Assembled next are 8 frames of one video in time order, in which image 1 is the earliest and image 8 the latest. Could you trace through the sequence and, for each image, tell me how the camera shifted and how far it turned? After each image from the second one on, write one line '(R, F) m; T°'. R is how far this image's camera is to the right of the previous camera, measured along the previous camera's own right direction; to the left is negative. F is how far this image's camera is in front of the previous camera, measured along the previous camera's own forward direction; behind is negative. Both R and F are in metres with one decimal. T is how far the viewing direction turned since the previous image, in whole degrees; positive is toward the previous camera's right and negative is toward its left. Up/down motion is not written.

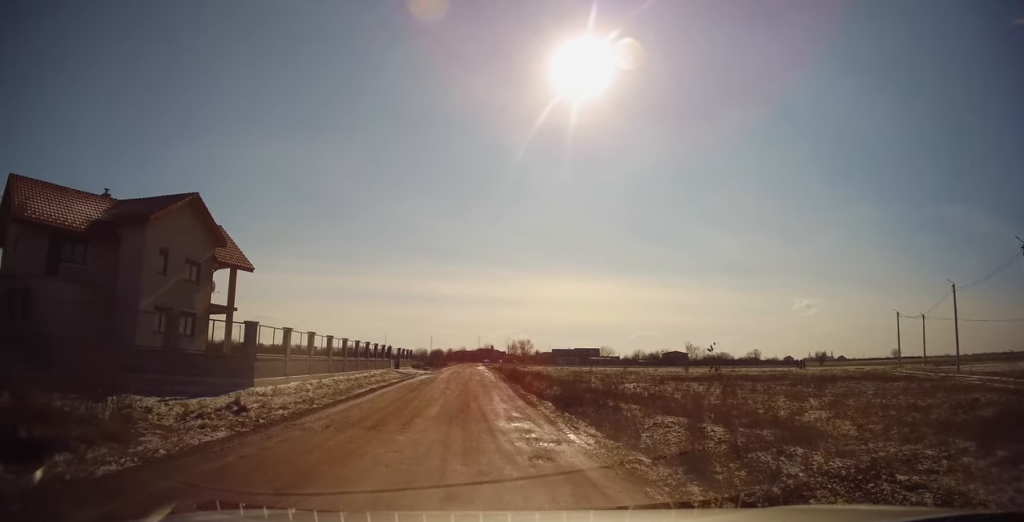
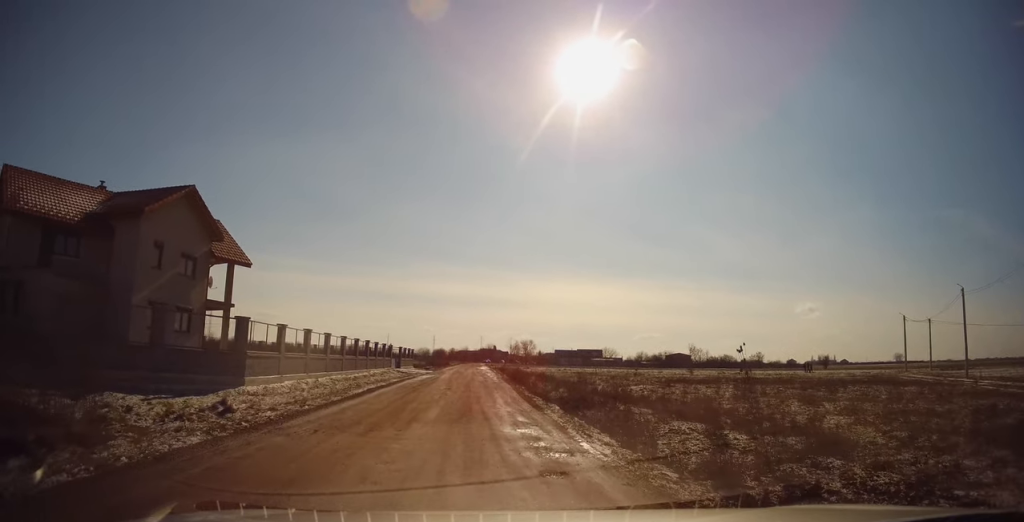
(0.0, +0.8) m; -1°
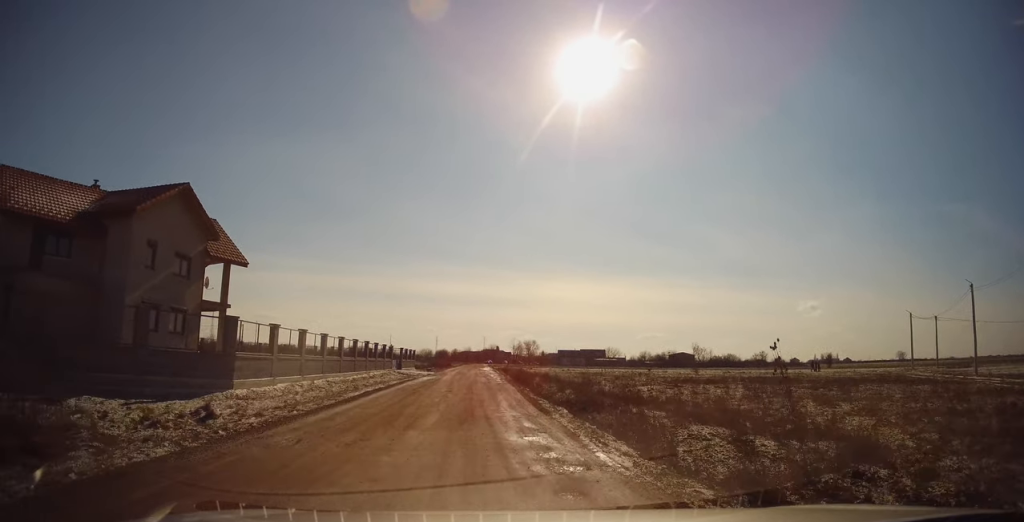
(0.0, +0.9) m; -3°
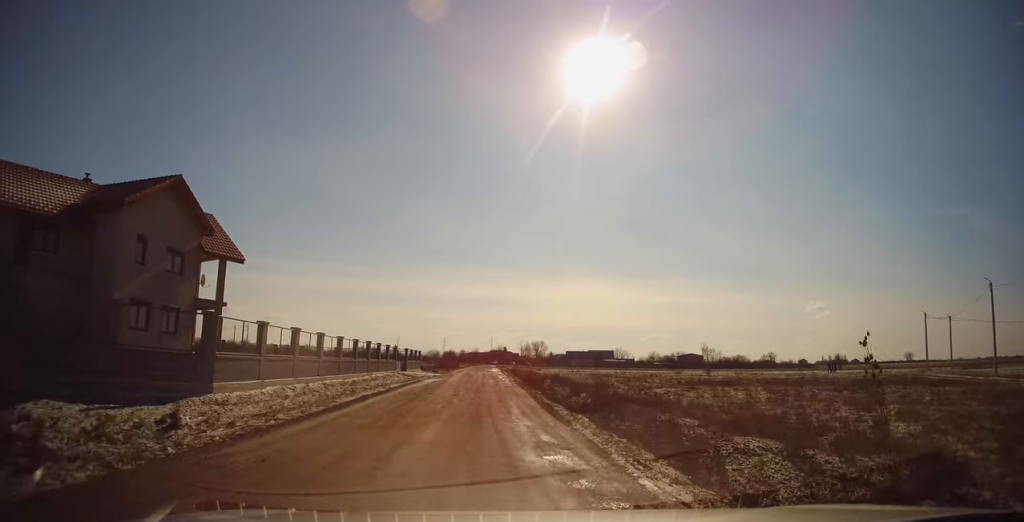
(0.0, +1.6) m; -3°
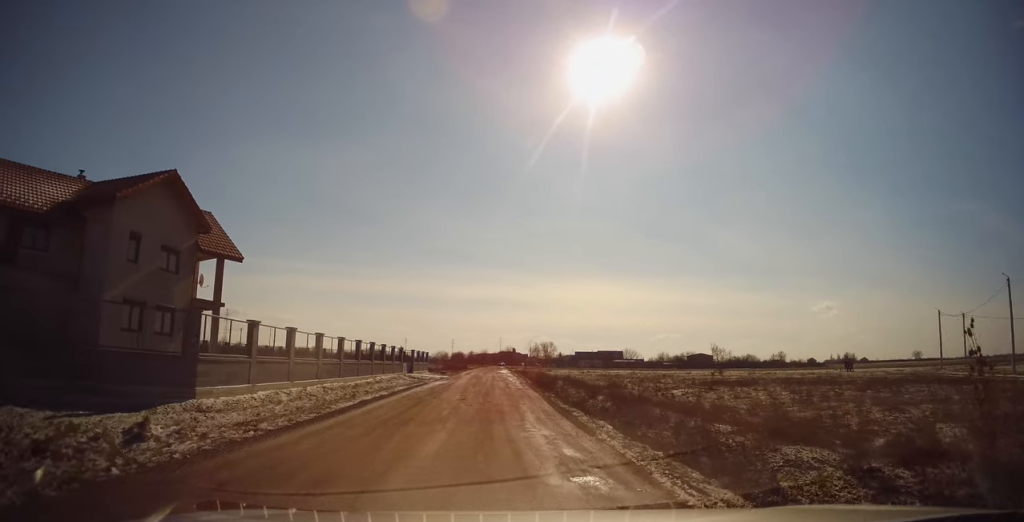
(-0.1, +1.4) m; 0°
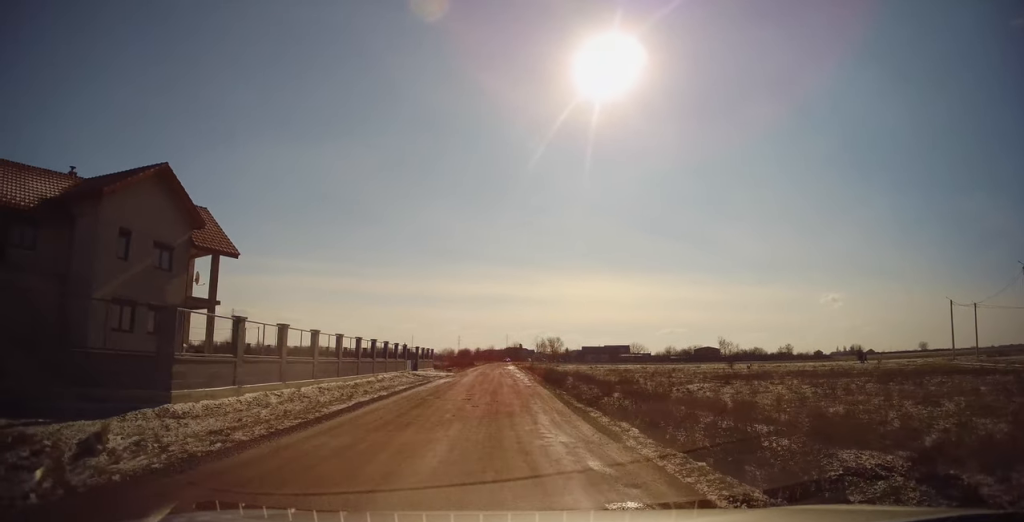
(0.0, +1.3) m; 0°
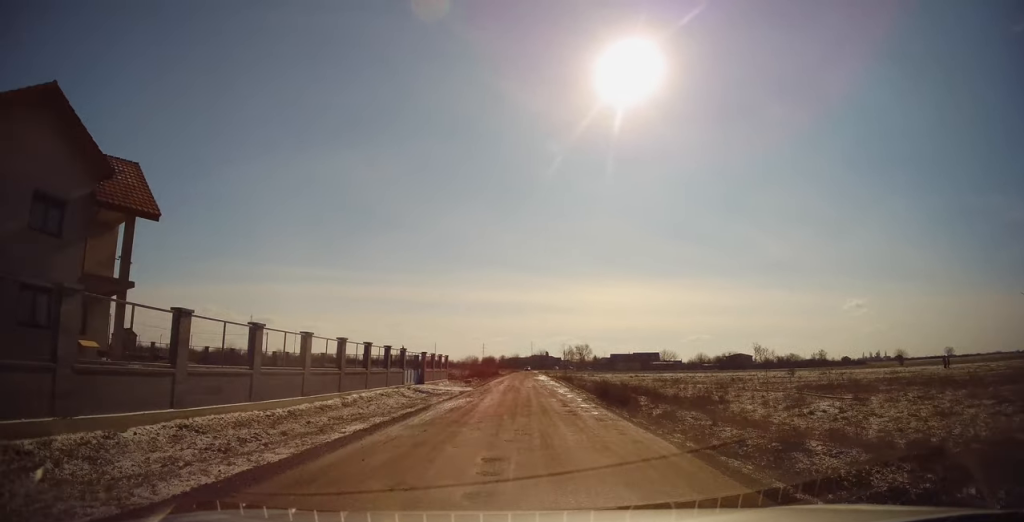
(-0.1, +10.0) m; -2°
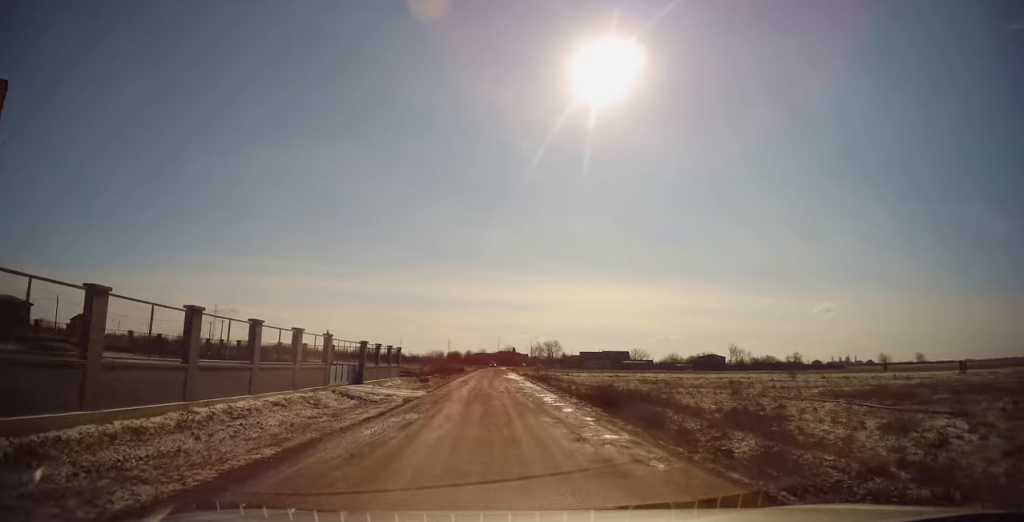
(+0.1, +7.8) m; +1°
